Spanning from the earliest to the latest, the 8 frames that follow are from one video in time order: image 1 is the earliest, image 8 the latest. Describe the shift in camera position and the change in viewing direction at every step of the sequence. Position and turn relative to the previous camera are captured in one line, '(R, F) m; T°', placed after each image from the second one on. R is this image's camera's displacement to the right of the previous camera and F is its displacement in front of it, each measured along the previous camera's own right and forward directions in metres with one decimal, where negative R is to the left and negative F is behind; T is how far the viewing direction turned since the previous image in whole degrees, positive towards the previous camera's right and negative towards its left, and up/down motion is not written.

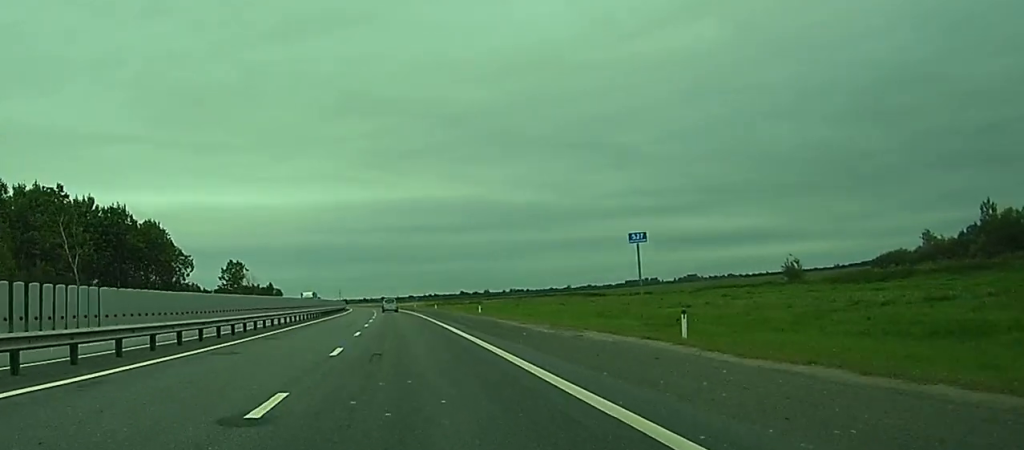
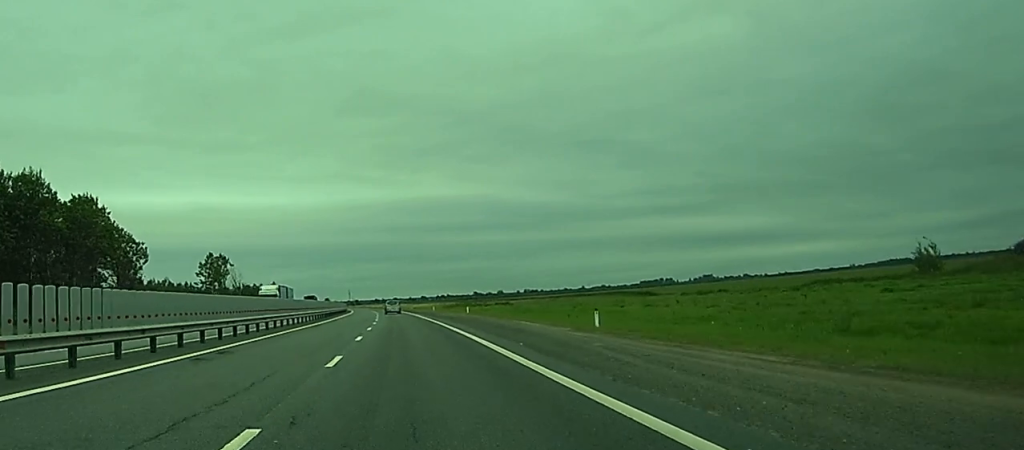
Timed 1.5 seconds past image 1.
(-0.2, +39.1) m; -1°
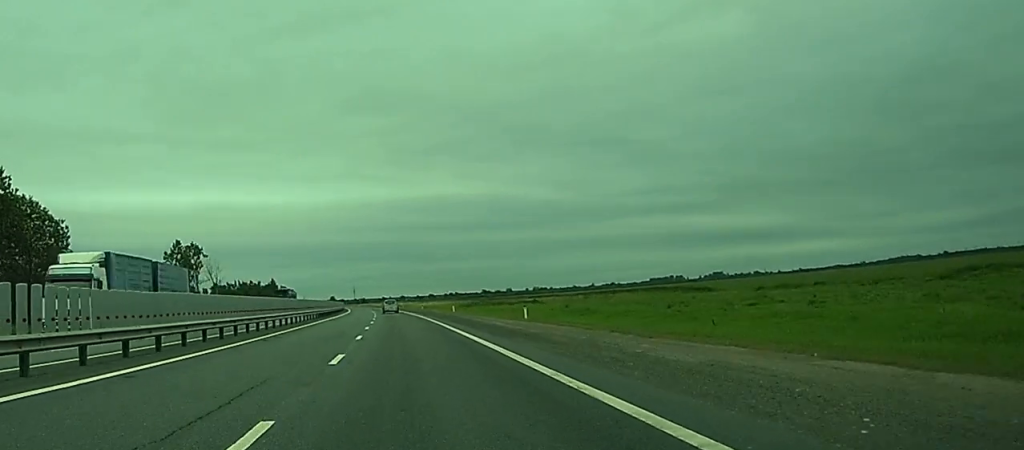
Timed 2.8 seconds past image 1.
(-0.2, +35.0) m; -1°
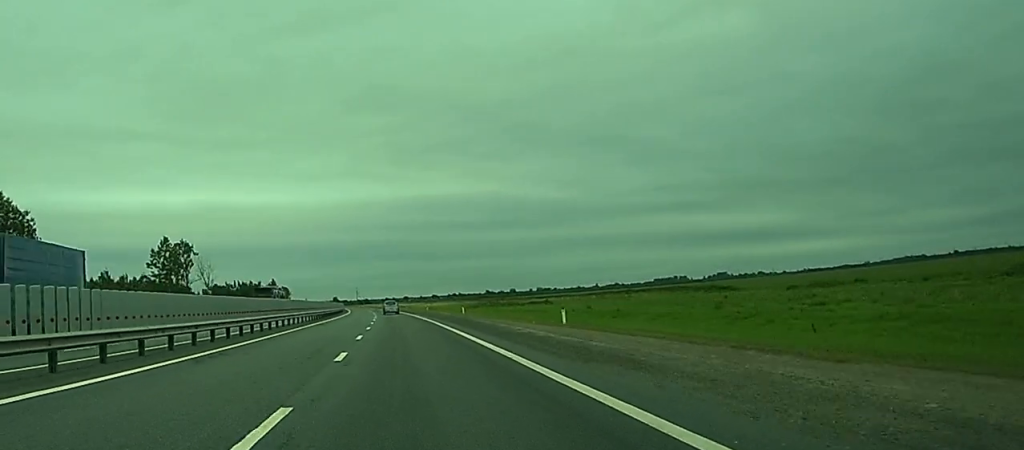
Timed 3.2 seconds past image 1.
(0.0, +10.5) m; 0°
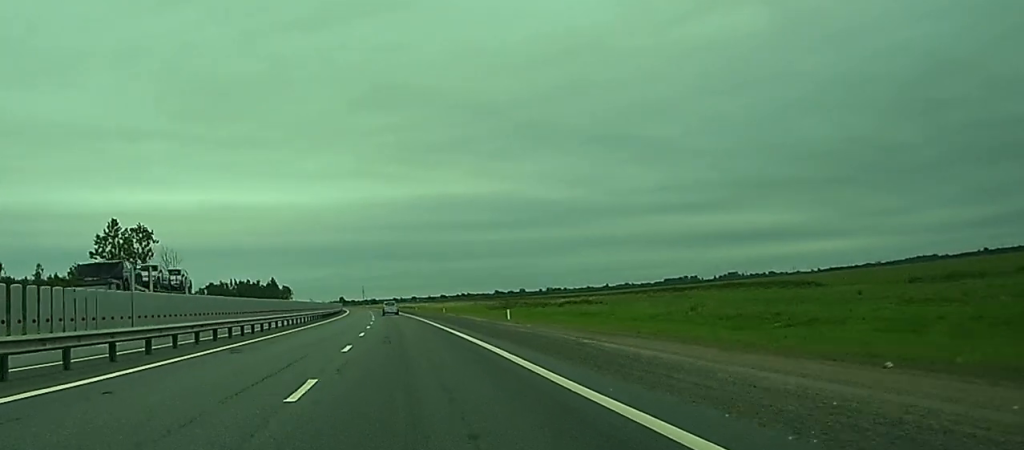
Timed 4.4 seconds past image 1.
(-0.2, +31.8) m; -1°
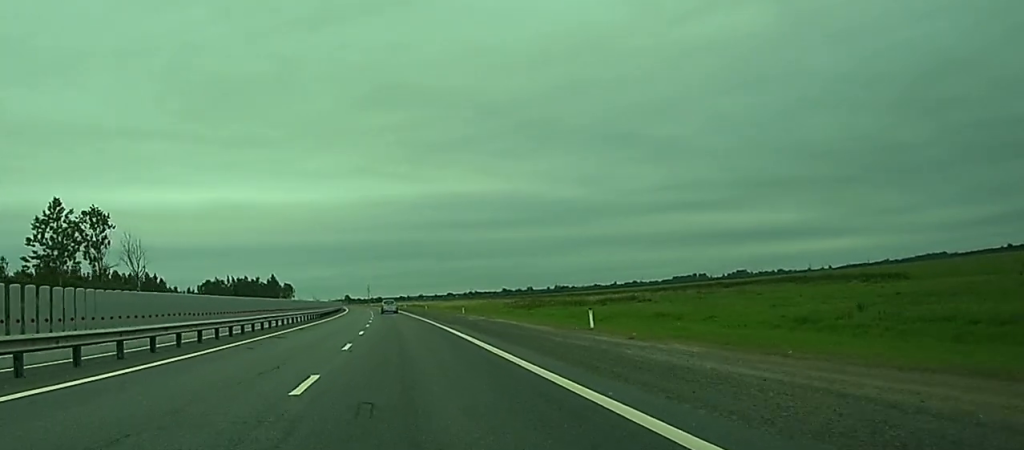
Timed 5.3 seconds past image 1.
(-0.1, +23.1) m; 0°
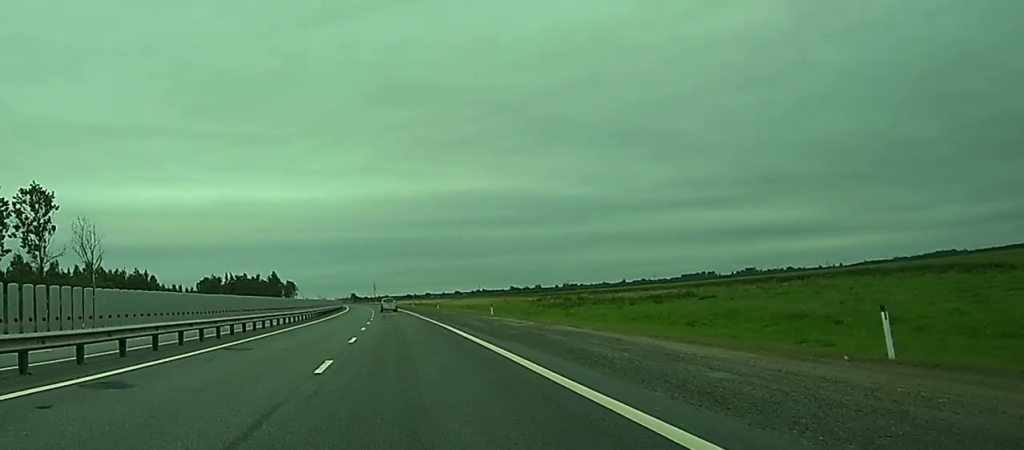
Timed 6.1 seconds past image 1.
(0.0, +20.5) m; 0°
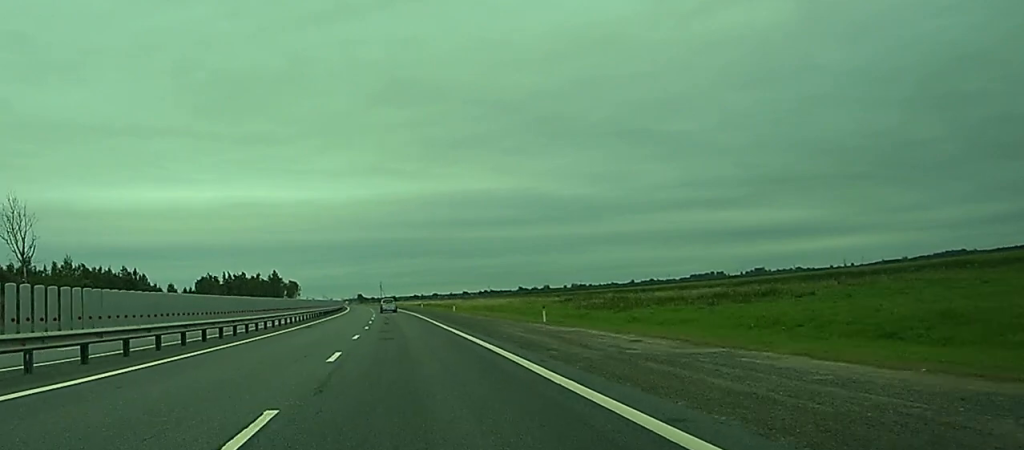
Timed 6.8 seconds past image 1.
(-0.1, +20.5) m; 0°
